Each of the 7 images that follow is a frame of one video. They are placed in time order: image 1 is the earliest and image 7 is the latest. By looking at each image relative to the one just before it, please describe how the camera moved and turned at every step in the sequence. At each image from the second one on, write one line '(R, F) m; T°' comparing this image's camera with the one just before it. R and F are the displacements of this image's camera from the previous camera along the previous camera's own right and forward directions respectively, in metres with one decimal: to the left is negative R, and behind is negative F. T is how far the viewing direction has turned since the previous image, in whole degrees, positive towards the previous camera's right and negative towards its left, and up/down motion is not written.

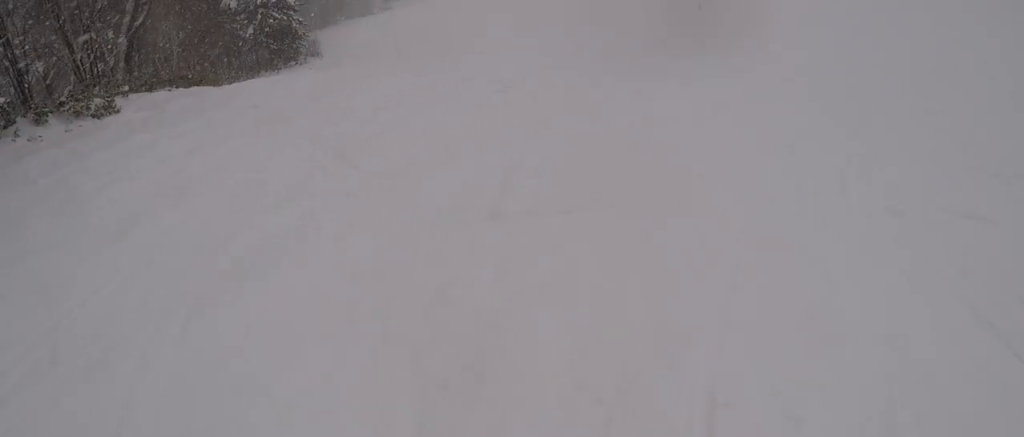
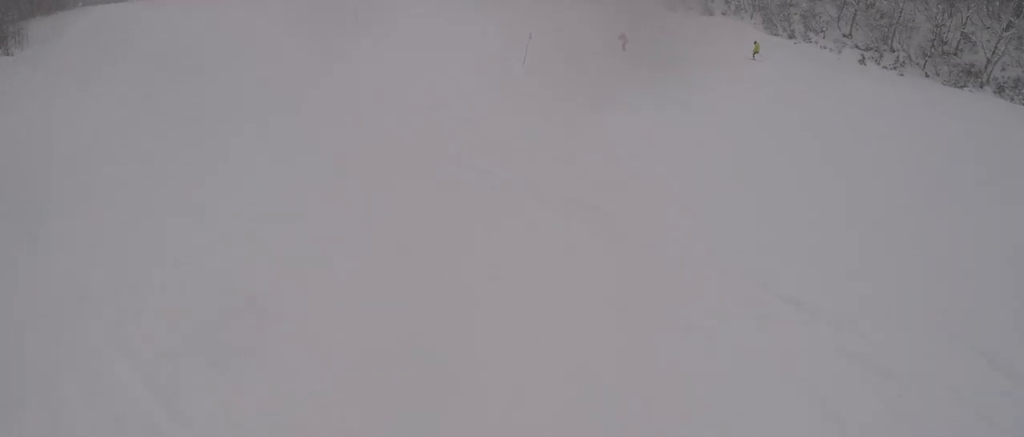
(+8.1, +14.3) m; +19°
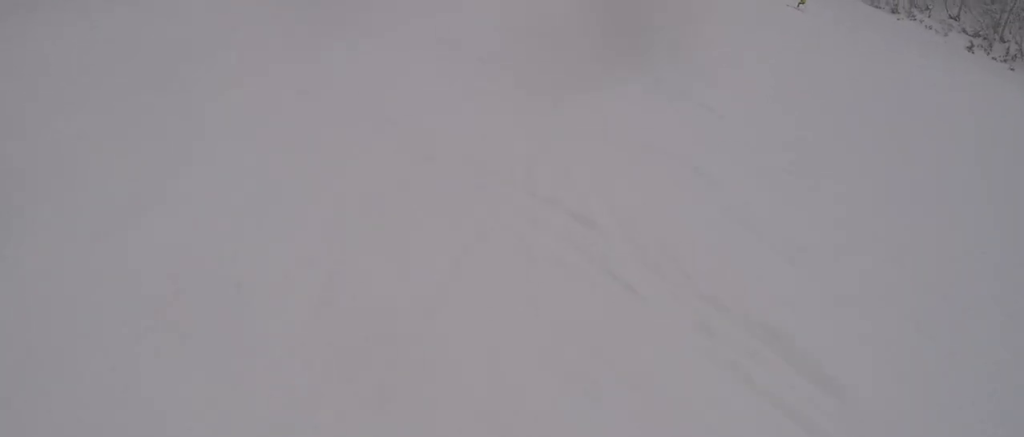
(+0.7, +3.3) m; -13°
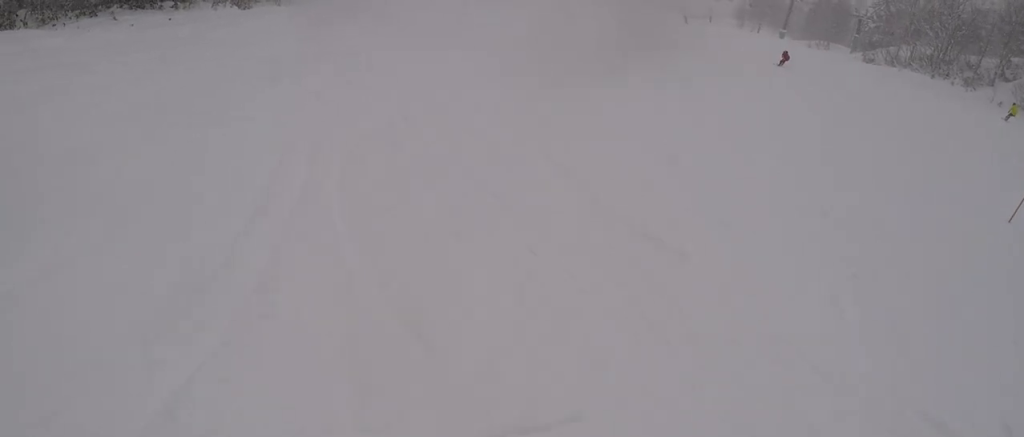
(-3.5, +9.2) m; -15°
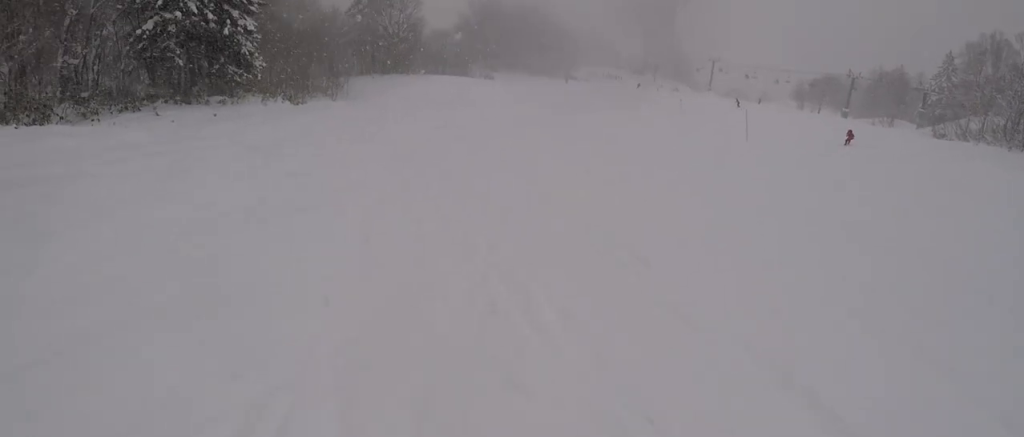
(+0.5, +3.4) m; +1°
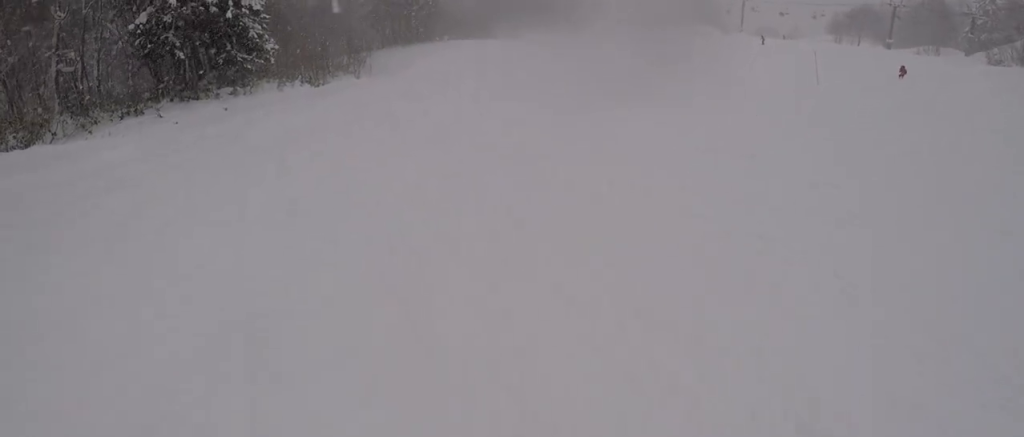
(+0.6, +3.9) m; +1°
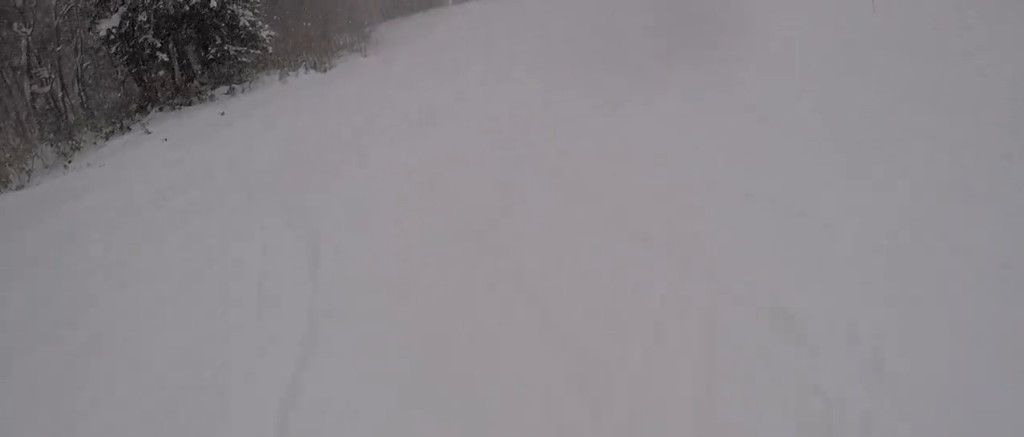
(-0.5, +4.0) m; +1°
